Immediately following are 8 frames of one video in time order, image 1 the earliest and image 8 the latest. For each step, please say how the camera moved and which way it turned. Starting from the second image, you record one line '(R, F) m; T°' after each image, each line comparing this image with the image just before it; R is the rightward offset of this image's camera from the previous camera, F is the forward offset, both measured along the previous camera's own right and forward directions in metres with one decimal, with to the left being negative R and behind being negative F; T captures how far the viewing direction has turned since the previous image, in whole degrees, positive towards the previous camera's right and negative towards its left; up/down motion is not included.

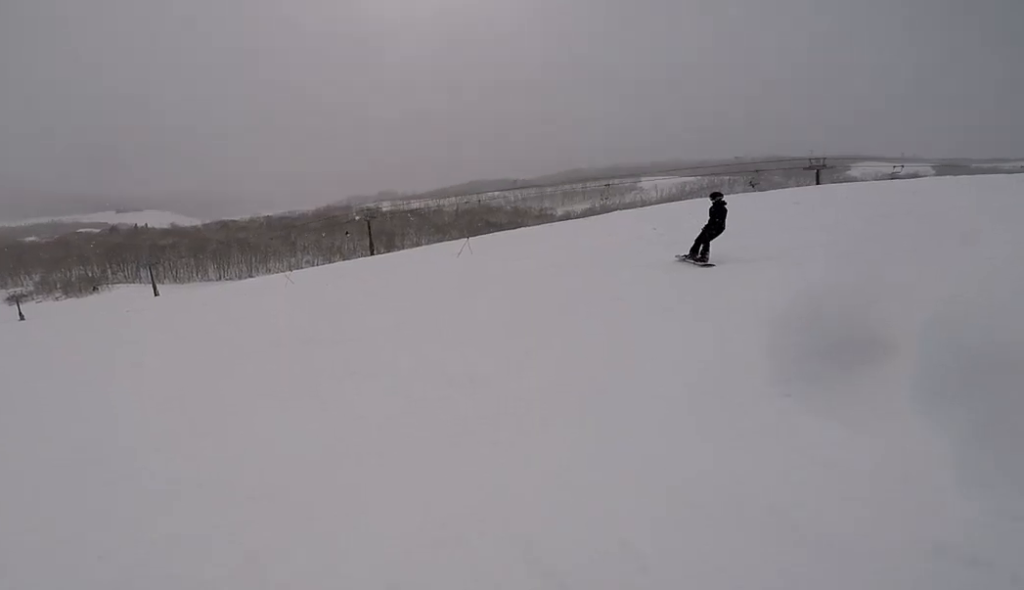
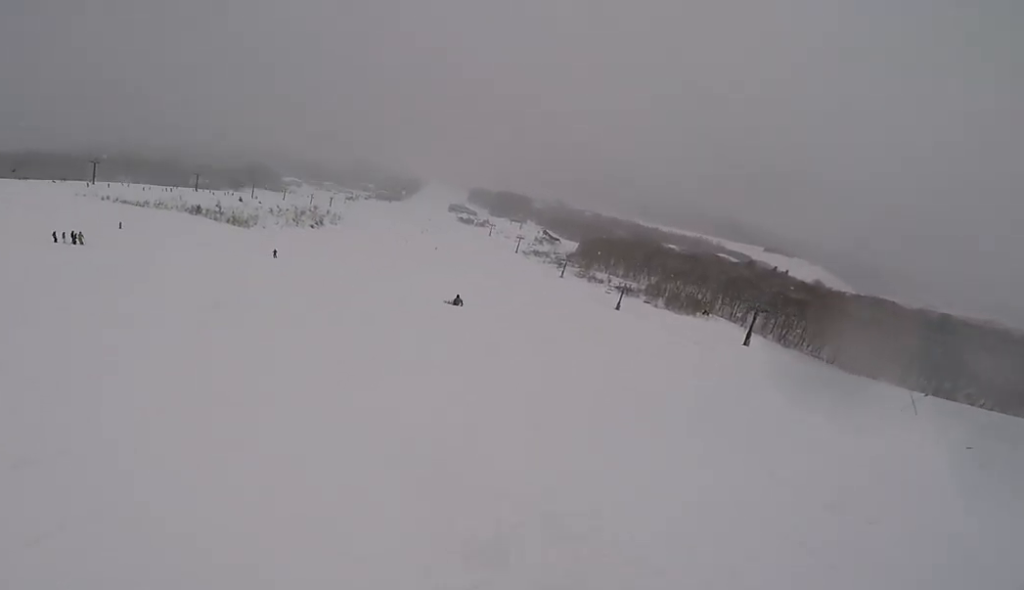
(-2.1, +8.0) m; -55°
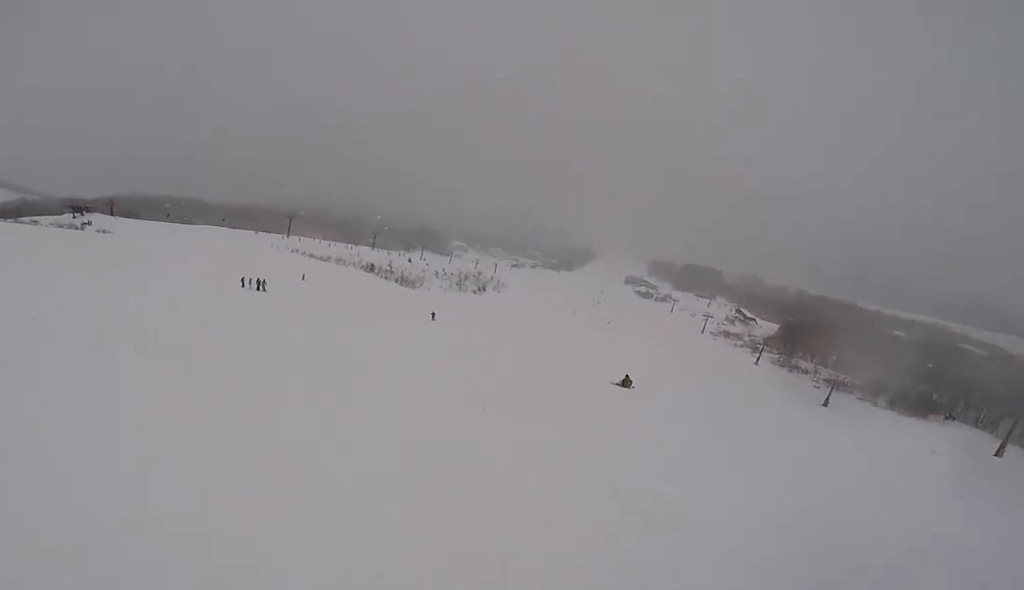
(-1.1, +2.1) m; -21°
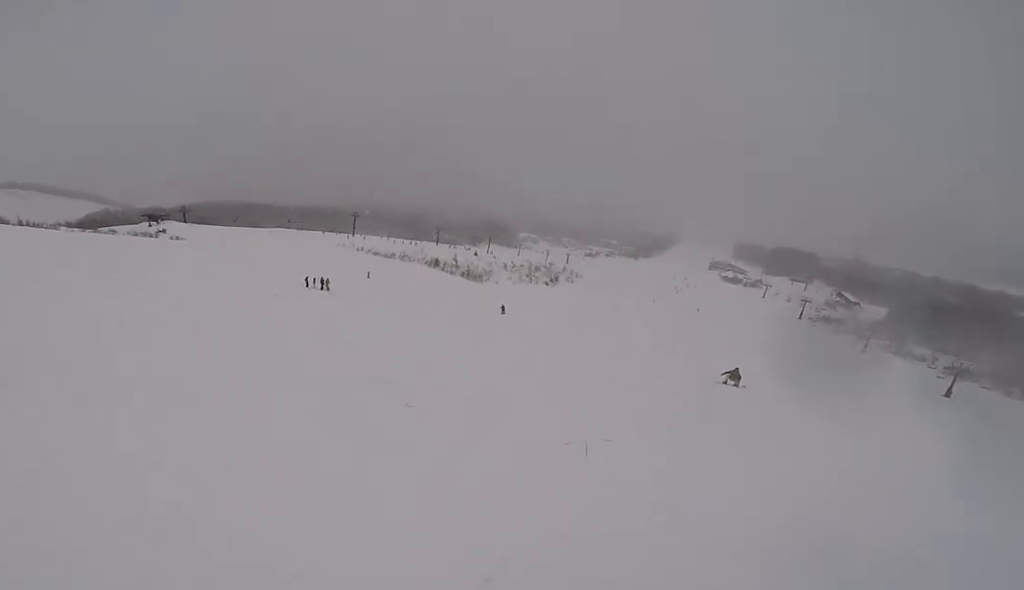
(-0.4, +2.3) m; -20°
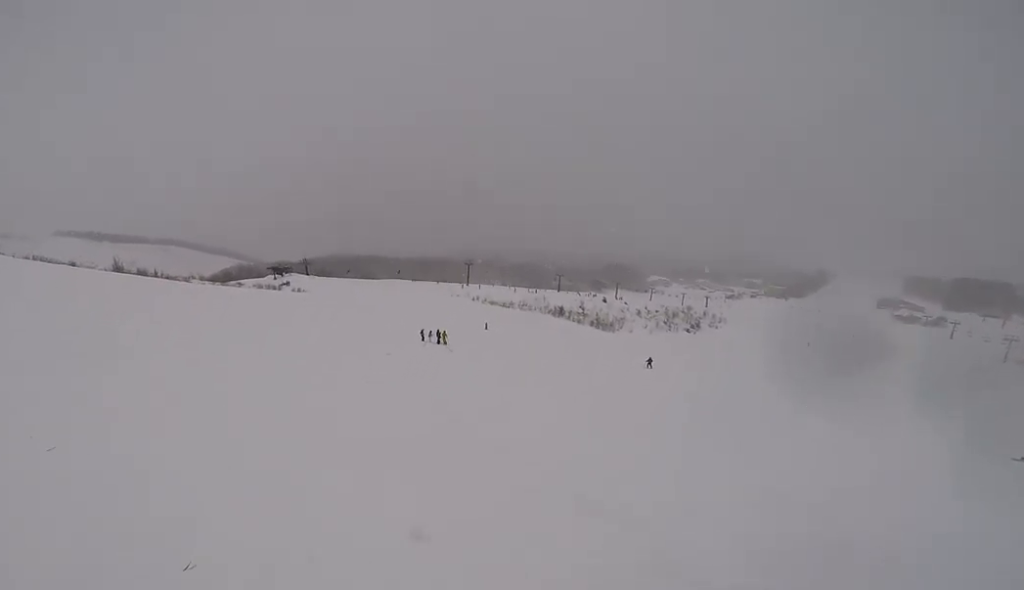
(-1.1, +4.7) m; -21°
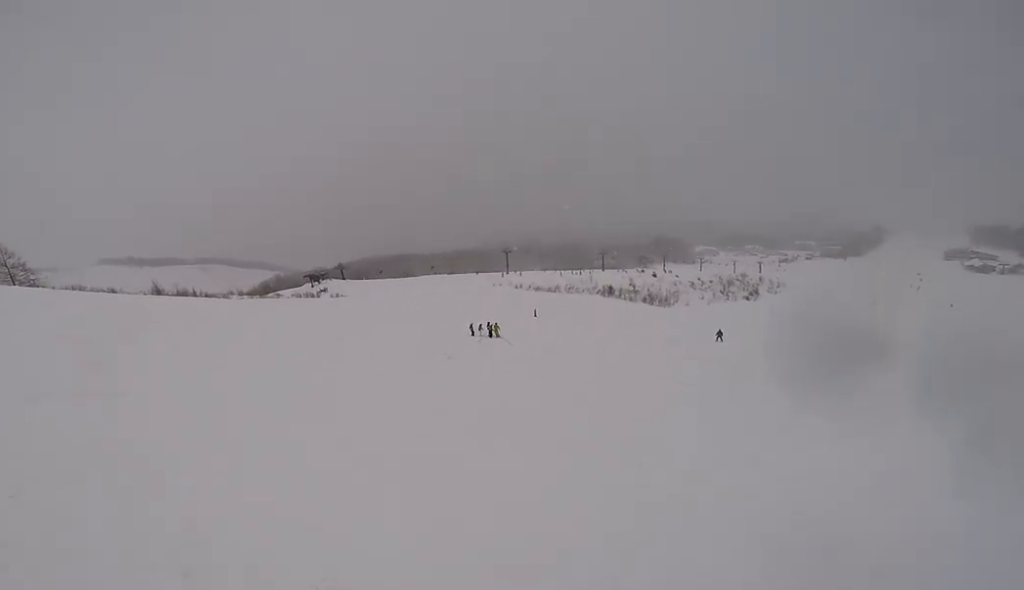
(+0.1, +2.8) m; -13°
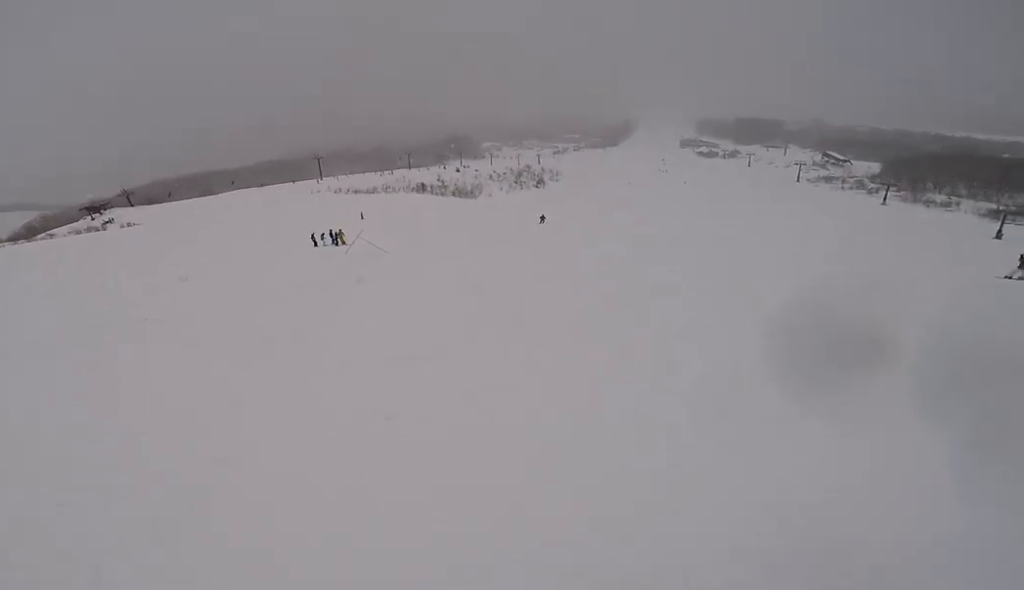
(-1.0, +5.9) m; +11°
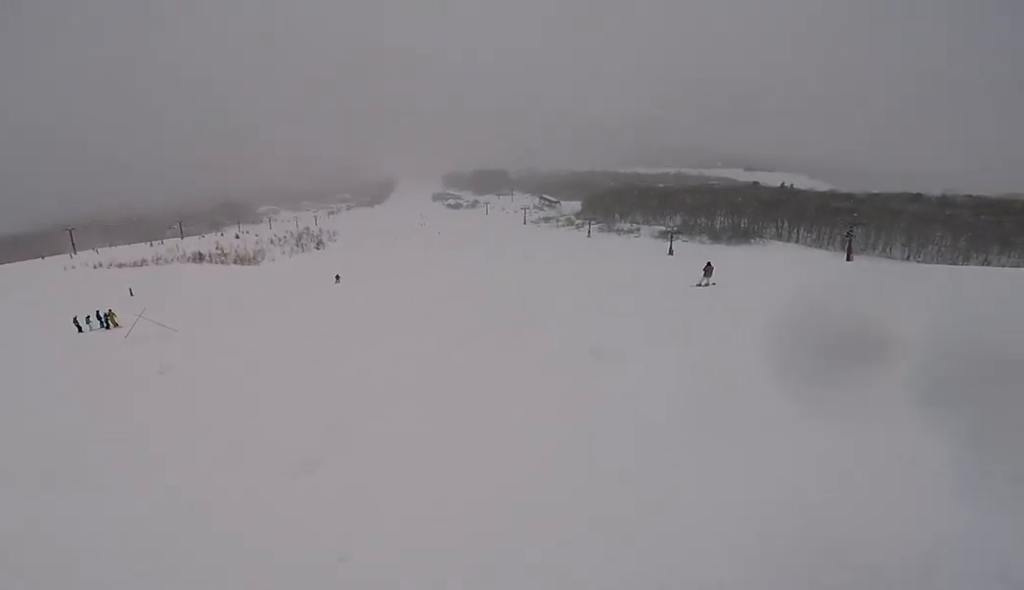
(-0.1, +1.6) m; +18°
